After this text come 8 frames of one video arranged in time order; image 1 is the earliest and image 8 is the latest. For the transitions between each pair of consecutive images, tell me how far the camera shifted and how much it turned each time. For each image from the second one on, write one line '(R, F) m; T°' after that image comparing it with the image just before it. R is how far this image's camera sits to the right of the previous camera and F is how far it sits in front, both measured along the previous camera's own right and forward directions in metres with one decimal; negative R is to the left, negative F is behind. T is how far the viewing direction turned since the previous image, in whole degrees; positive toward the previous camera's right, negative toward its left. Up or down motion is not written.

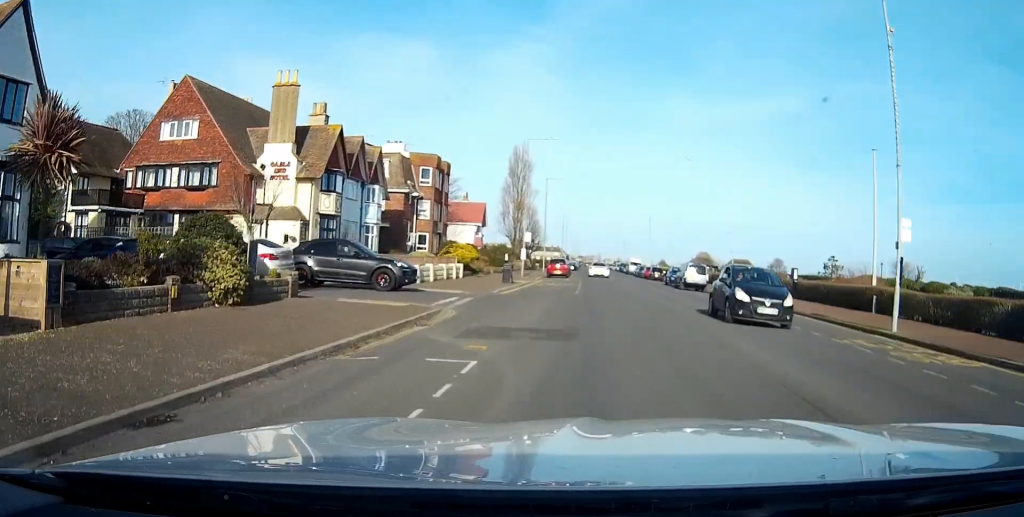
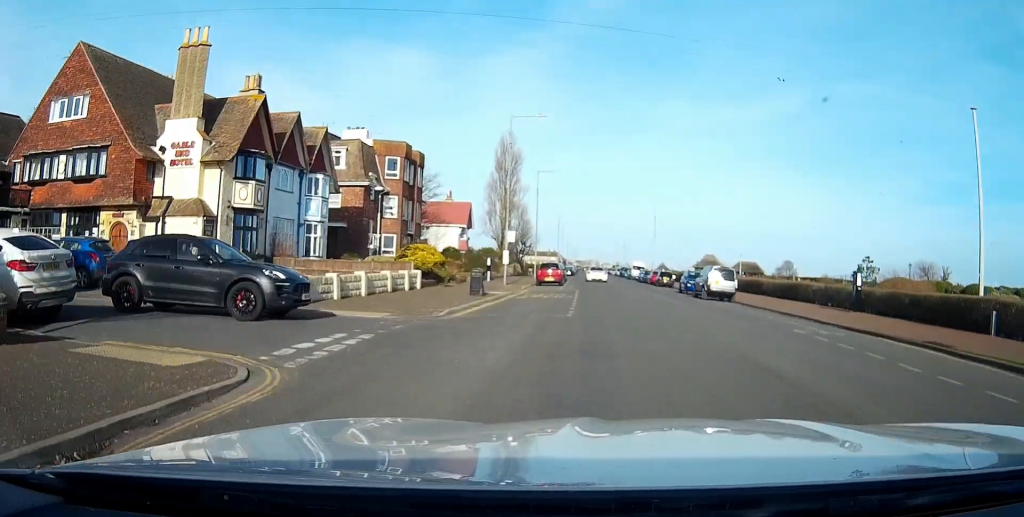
(+0.1, +10.3) m; +1°
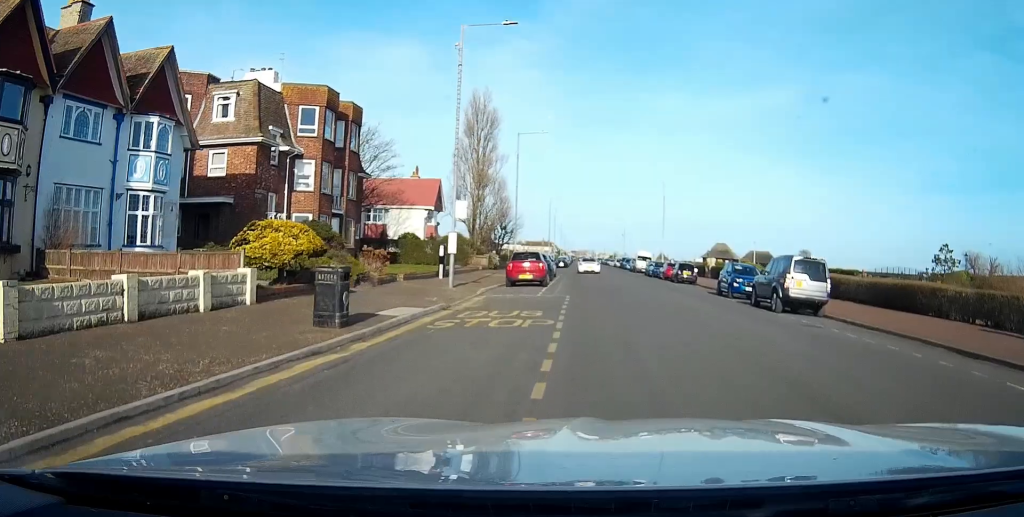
(+0.2, +16.4) m; +1°
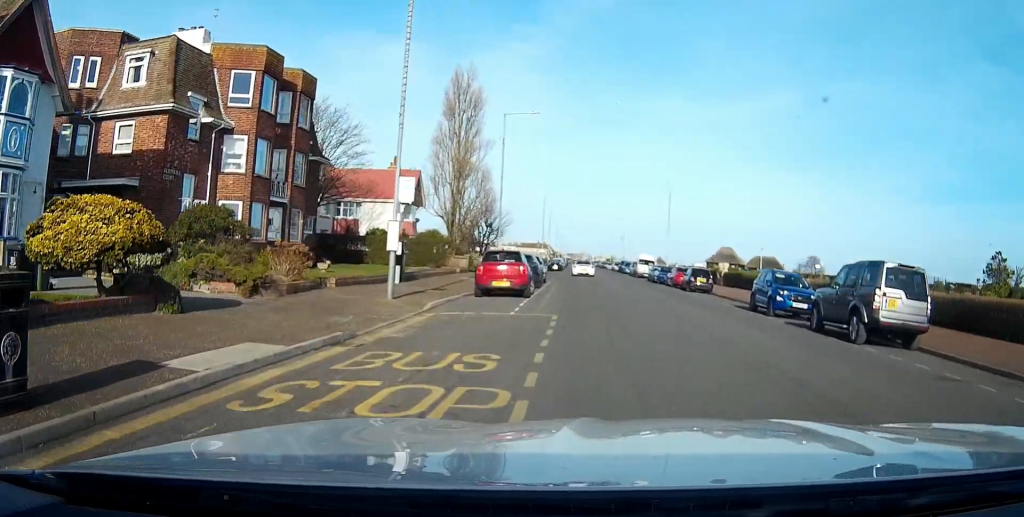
(0.0, +8.1) m; 0°
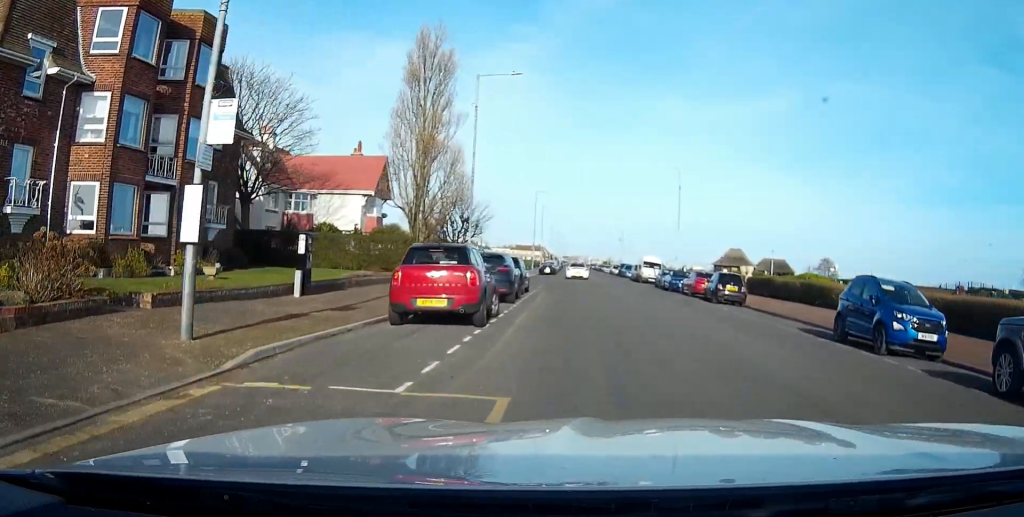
(0.0, +10.3) m; 0°
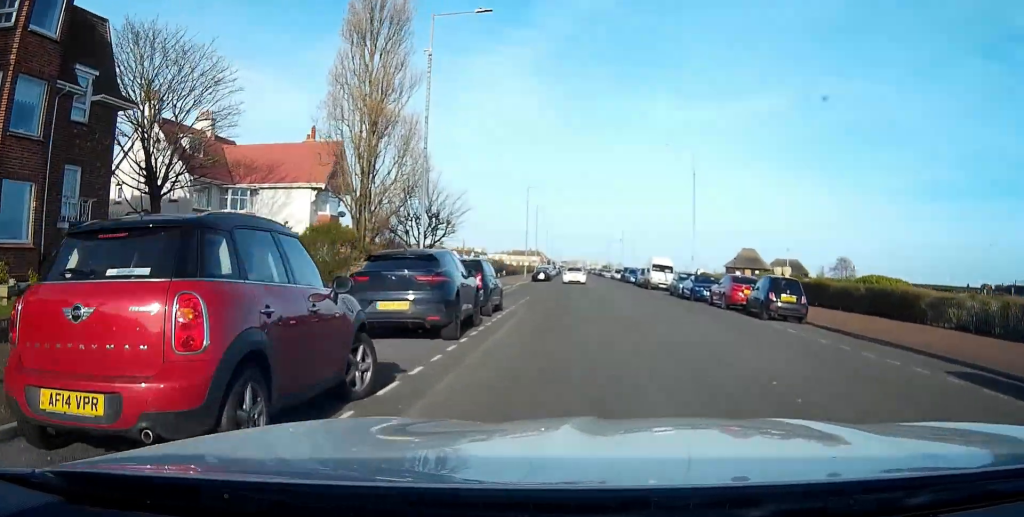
(+0.1, +10.0) m; 0°
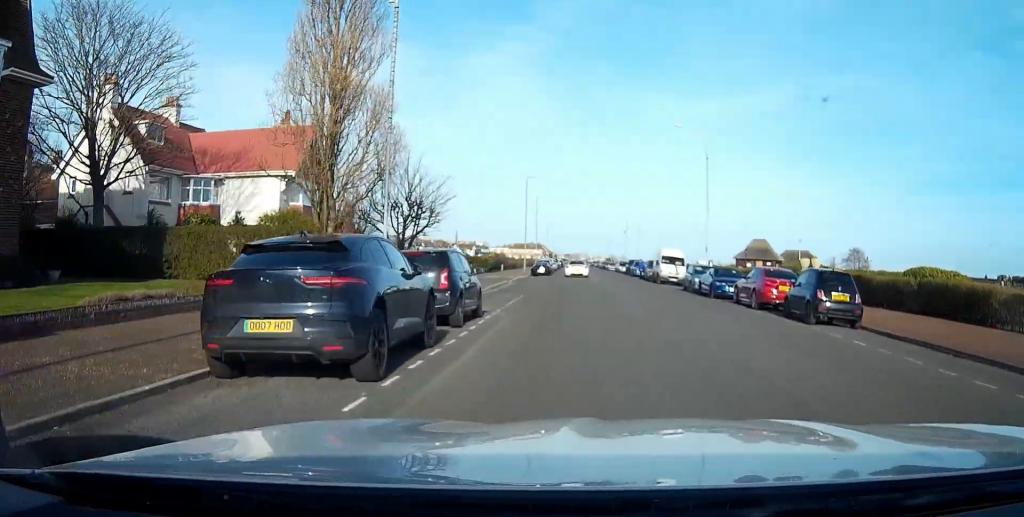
(0.0, +5.1) m; 0°
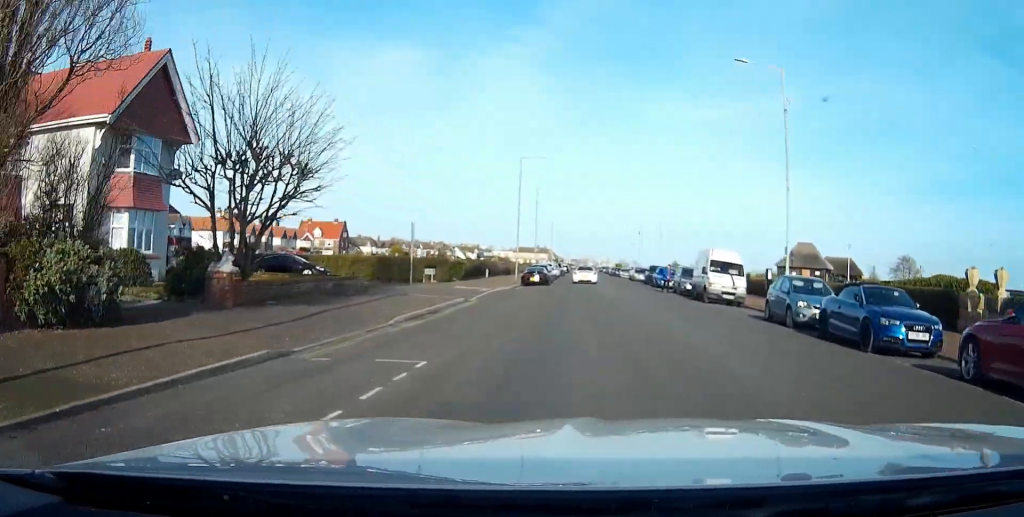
(-0.1, +17.8) m; 0°
